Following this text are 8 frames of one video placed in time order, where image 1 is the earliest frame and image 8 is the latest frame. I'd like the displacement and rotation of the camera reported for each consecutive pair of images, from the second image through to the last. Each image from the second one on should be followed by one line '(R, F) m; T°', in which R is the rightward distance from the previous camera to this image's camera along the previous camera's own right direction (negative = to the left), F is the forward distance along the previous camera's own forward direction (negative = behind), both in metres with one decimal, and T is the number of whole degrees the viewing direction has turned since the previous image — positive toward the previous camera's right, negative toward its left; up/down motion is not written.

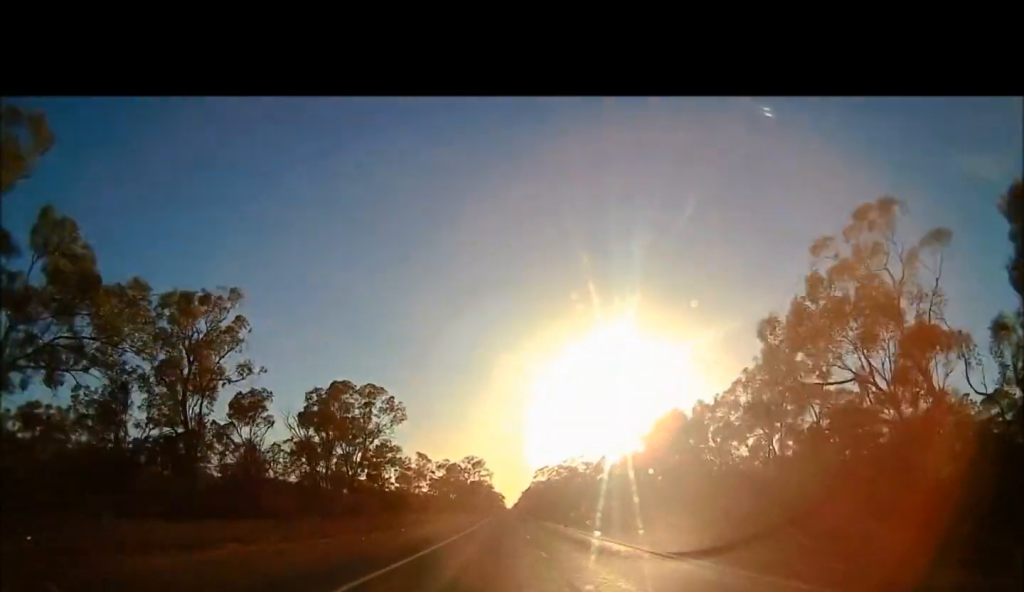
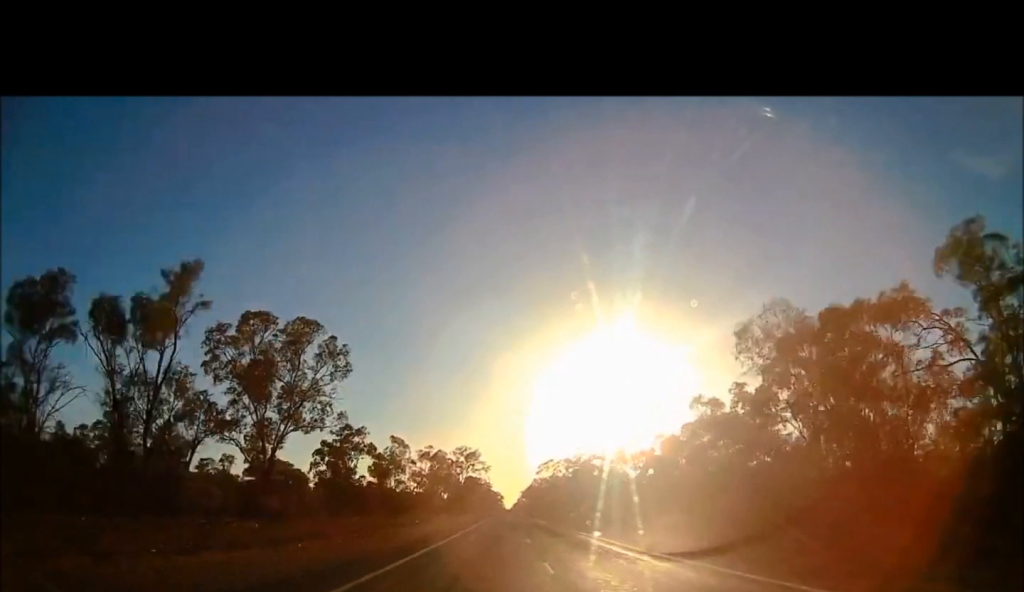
(0.0, +28.1) m; 0°
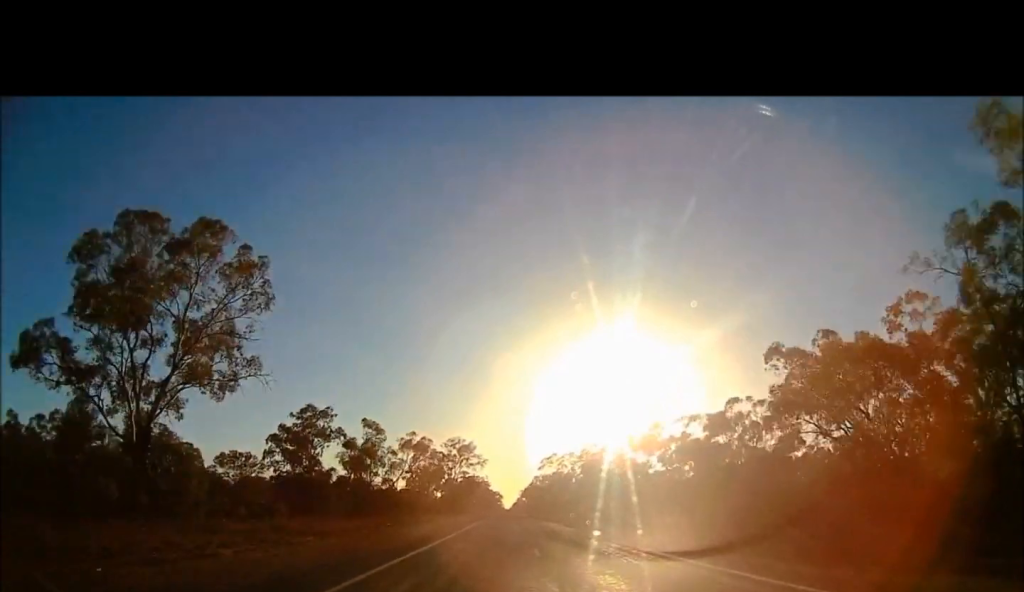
(0.0, +19.3) m; 0°
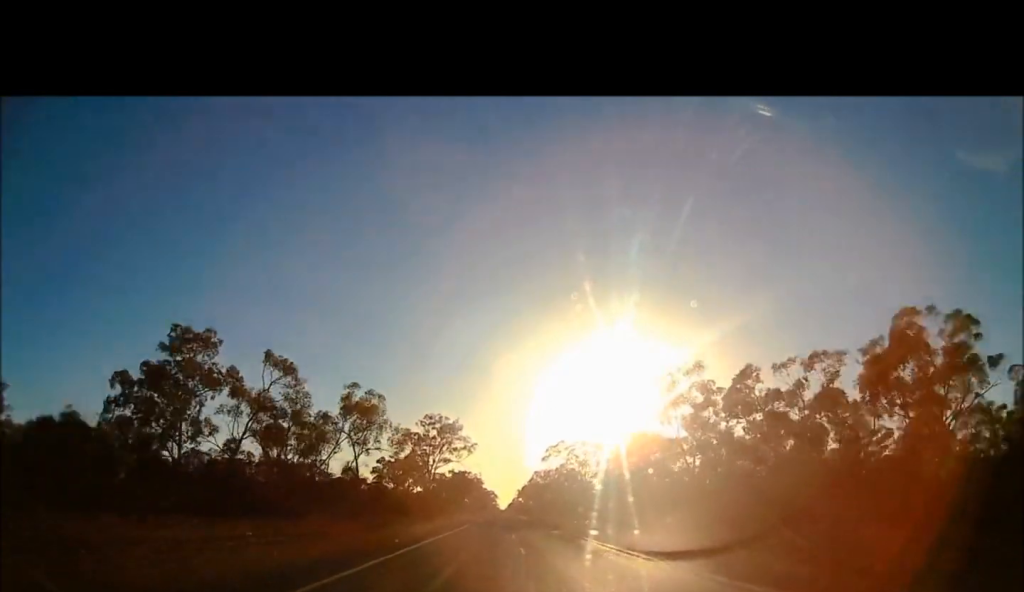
(0.0, +33.4) m; 0°
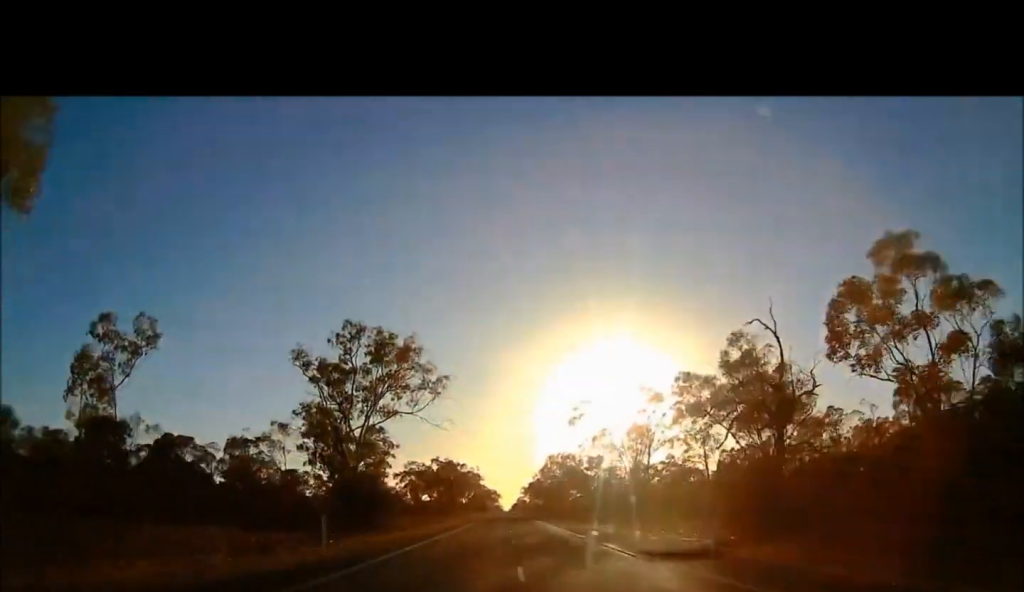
(0.0, +49.2) m; 0°
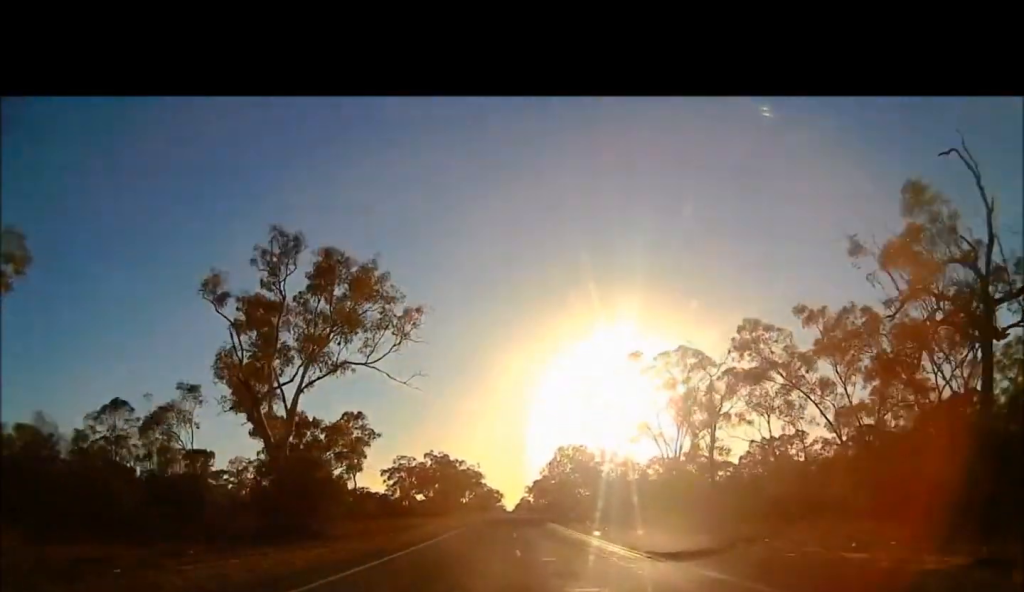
(0.0, +17.8) m; 0°
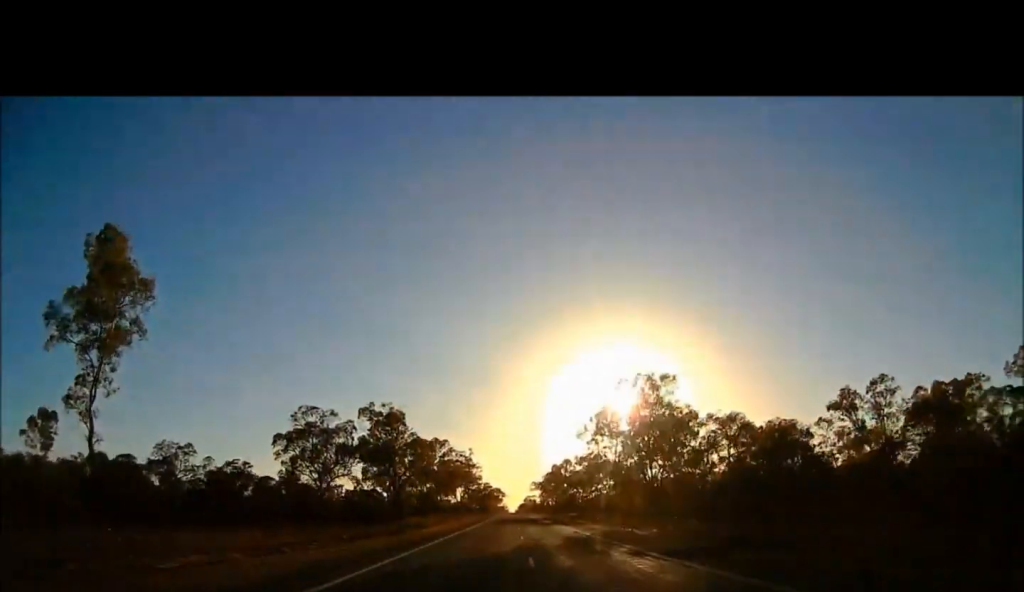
(+0.6, +63.5) m; +3°
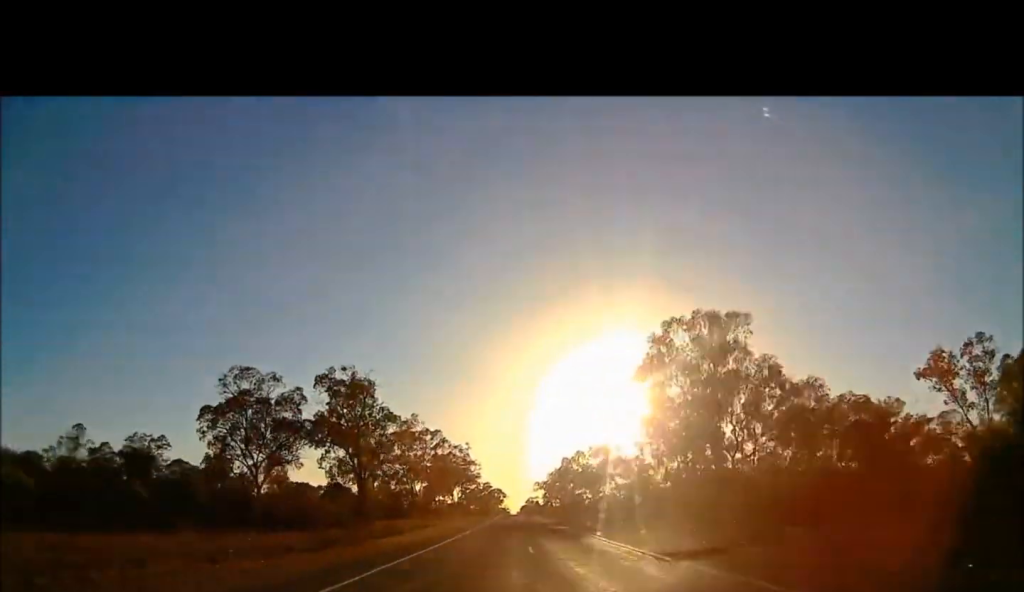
(+0.9, +17.3) m; 0°
